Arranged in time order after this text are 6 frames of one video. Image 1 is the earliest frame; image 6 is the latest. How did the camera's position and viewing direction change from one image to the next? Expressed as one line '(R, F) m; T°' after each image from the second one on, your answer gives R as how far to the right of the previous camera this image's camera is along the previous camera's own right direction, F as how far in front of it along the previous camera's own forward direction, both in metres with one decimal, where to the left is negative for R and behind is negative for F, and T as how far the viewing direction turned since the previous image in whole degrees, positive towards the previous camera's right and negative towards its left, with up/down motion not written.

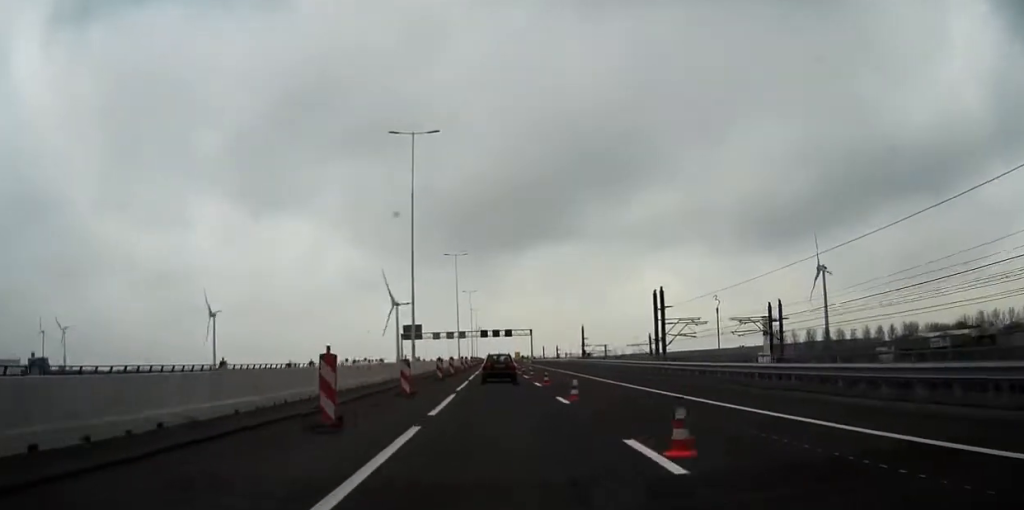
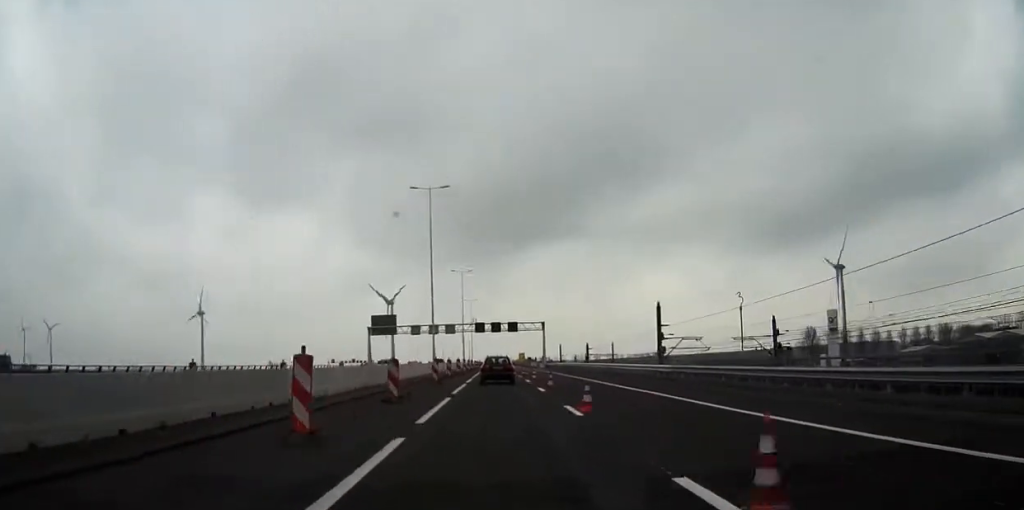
(+0.1, +50.0) m; 0°
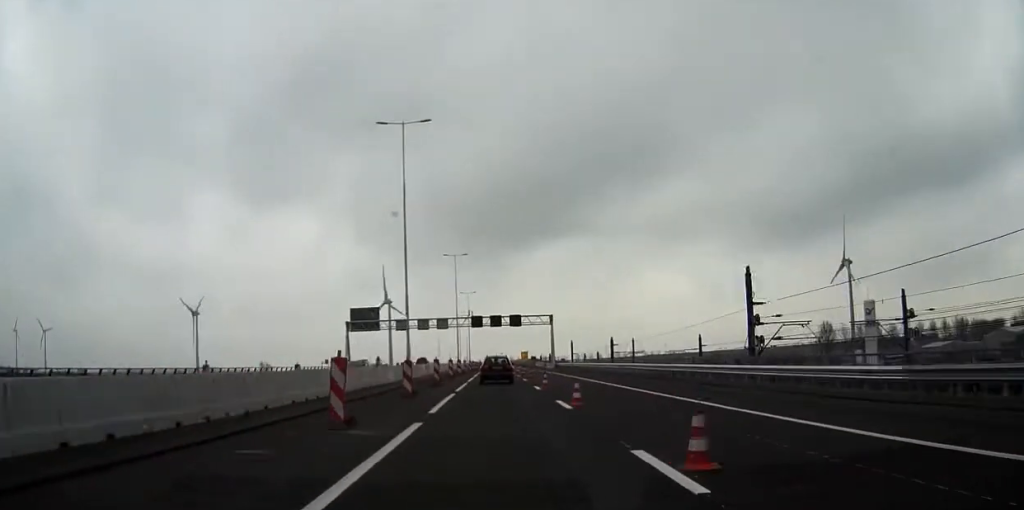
(0.0, +21.1) m; 0°
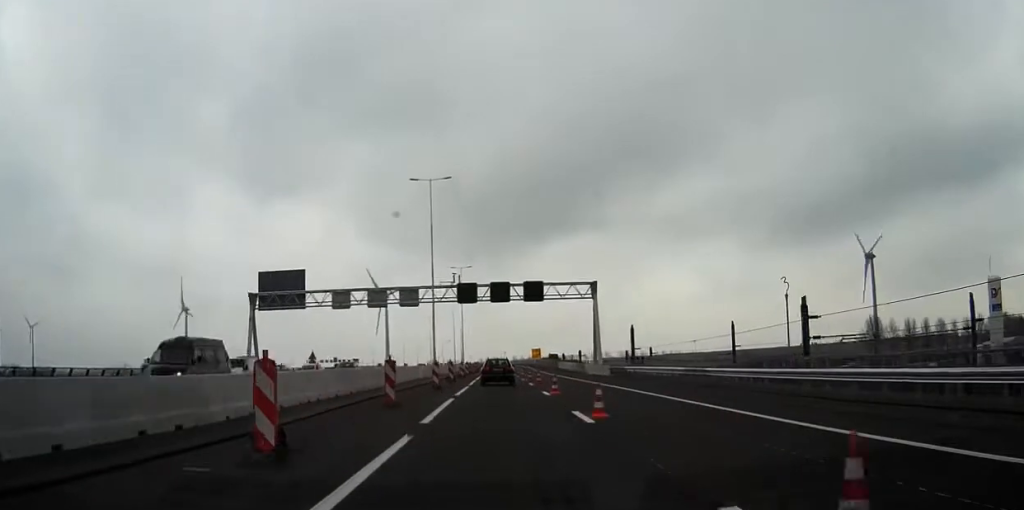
(0.0, +50.0) m; 0°
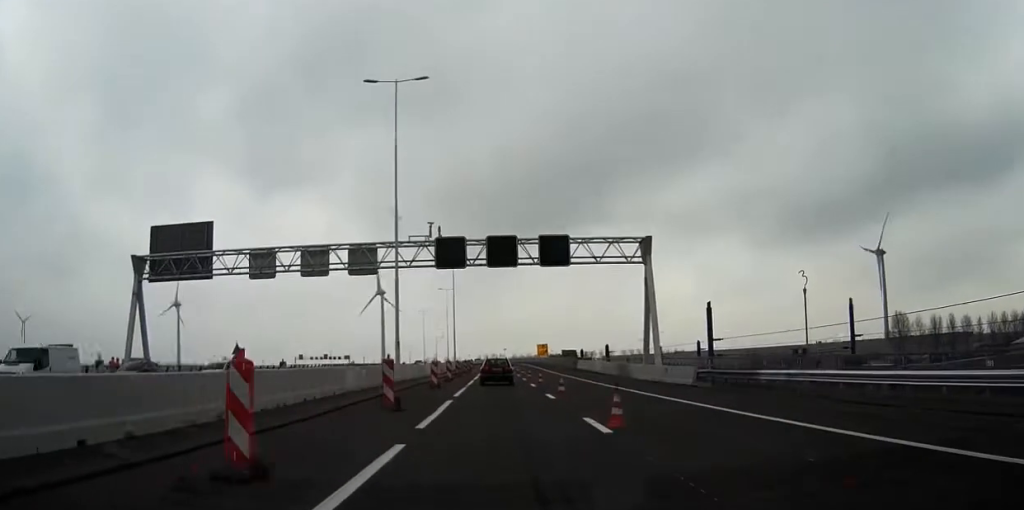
(0.0, +25.5) m; 0°
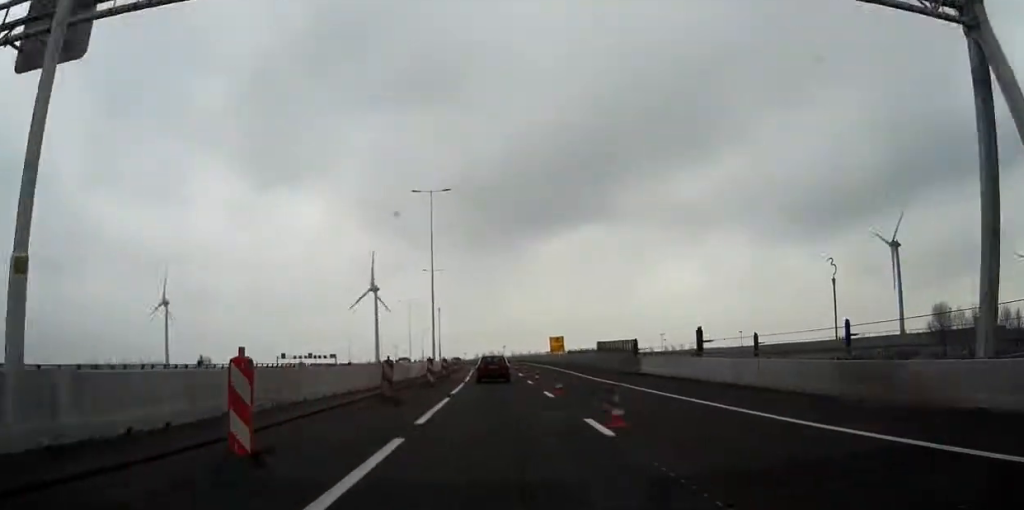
(0.0, +36.4) m; 0°
